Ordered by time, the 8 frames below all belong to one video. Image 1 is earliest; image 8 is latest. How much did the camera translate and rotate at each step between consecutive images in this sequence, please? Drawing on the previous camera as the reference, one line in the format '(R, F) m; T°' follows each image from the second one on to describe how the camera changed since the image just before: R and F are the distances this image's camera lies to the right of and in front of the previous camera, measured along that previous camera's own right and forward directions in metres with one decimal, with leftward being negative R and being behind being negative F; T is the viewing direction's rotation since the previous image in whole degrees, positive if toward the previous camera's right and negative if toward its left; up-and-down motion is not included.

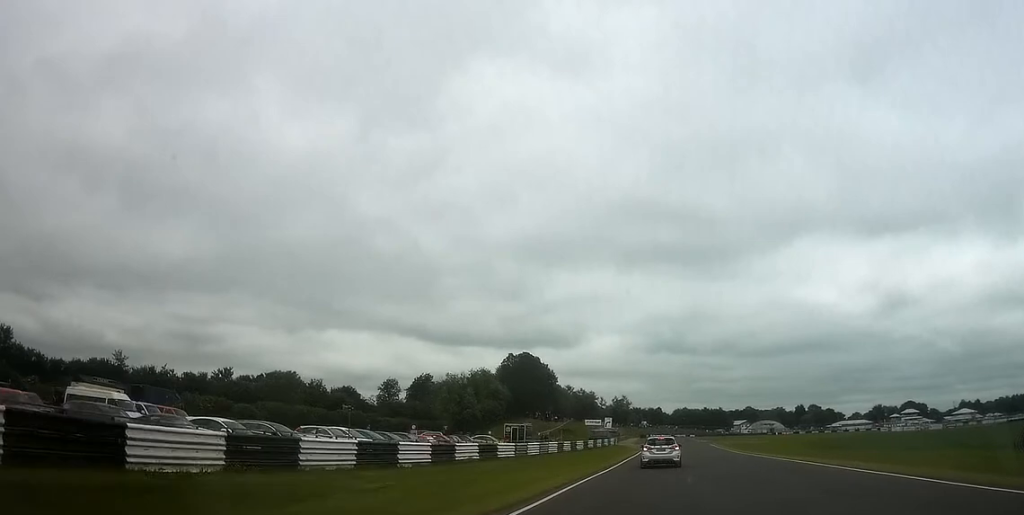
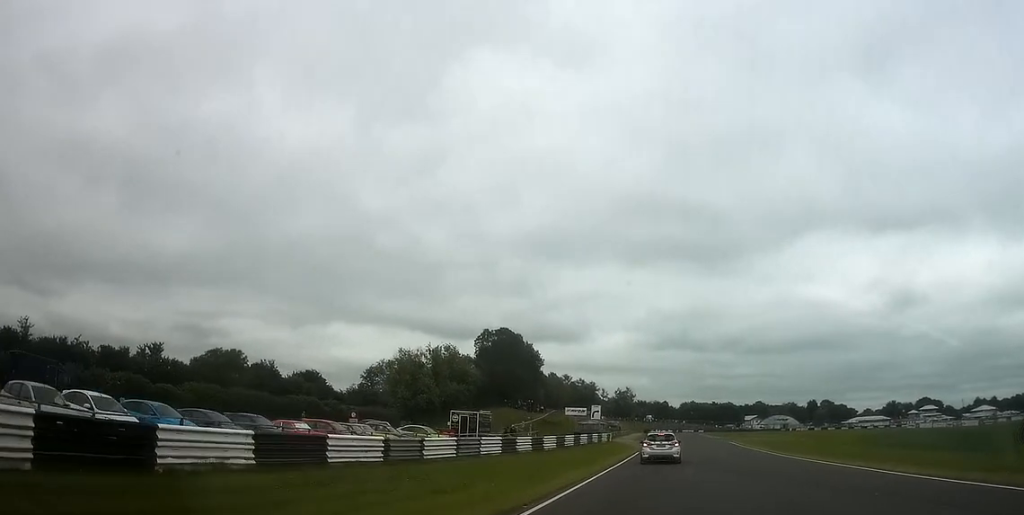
(+0.2, +18.3) m; +1°
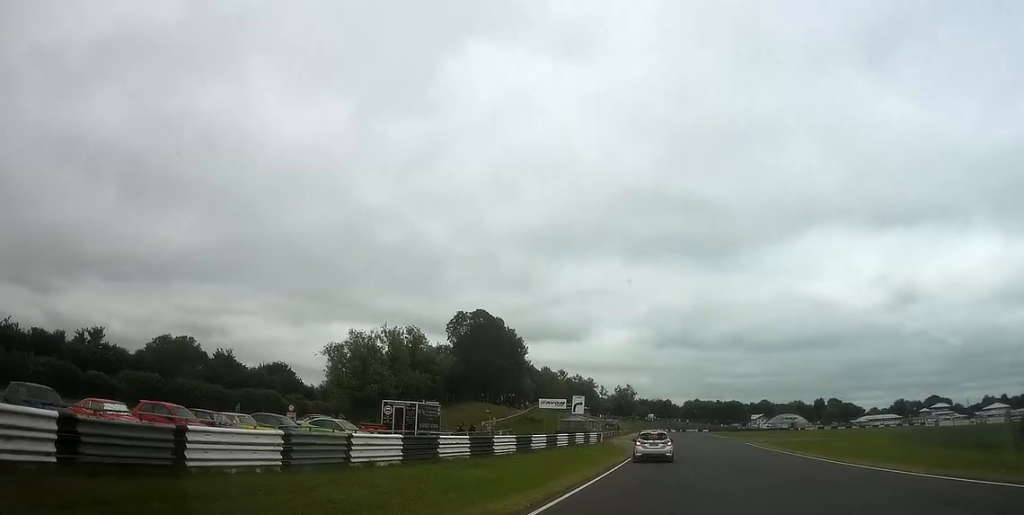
(+0.3, +12.2) m; 0°
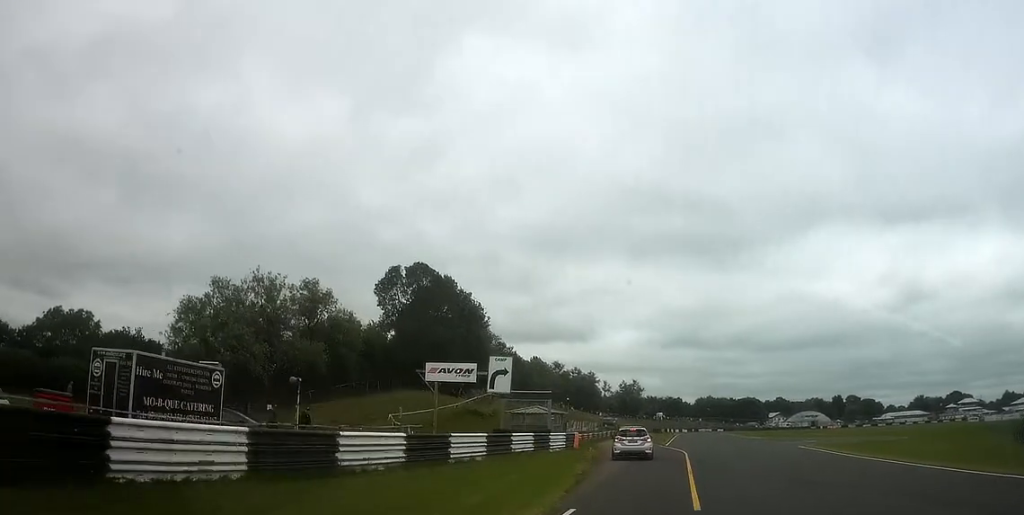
(-1.0, +20.6) m; -5°
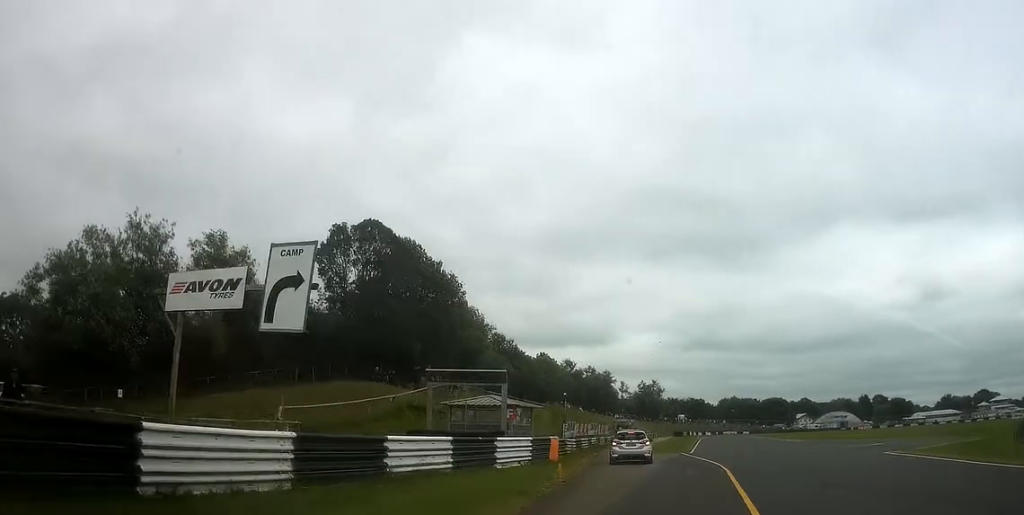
(-0.4, +12.9) m; -3°
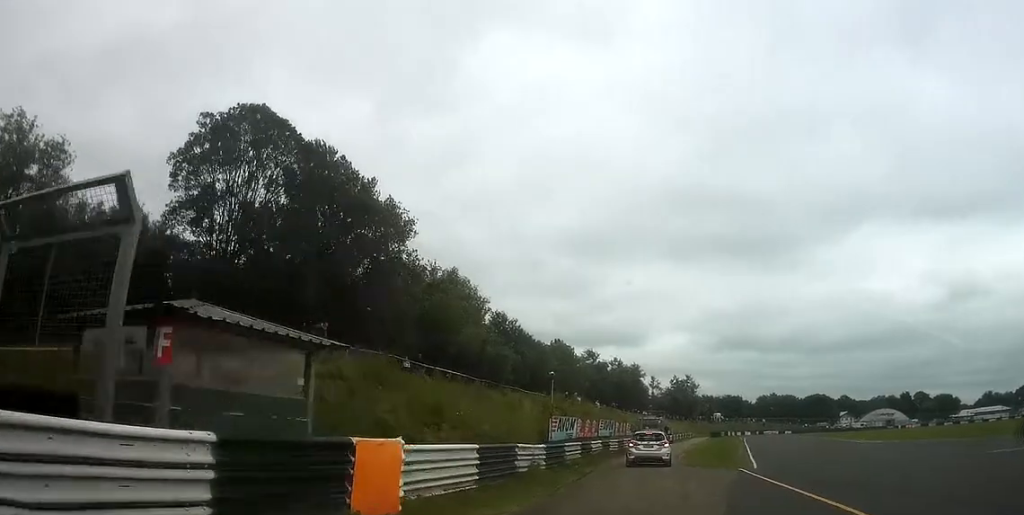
(-0.4, +15.8) m; -2°
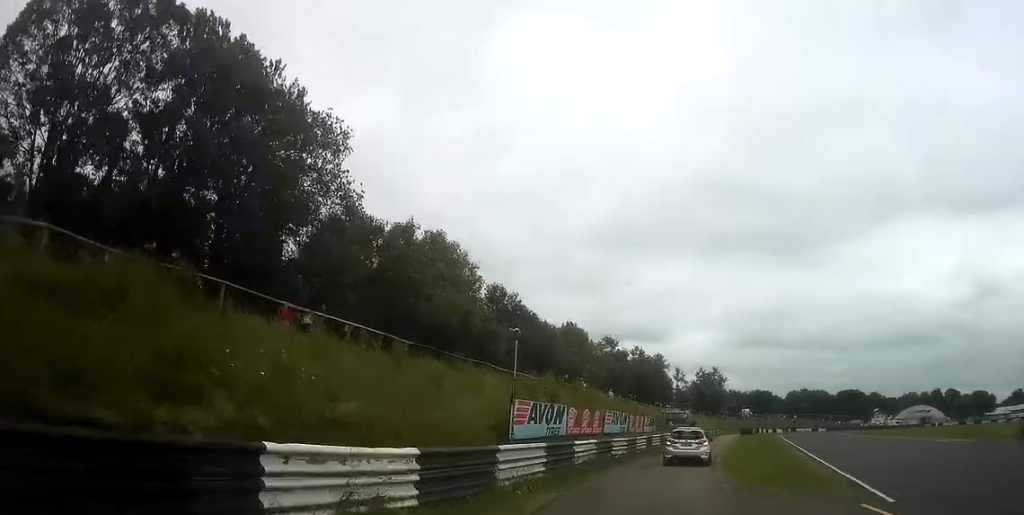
(-0.1, +11.2) m; +1°
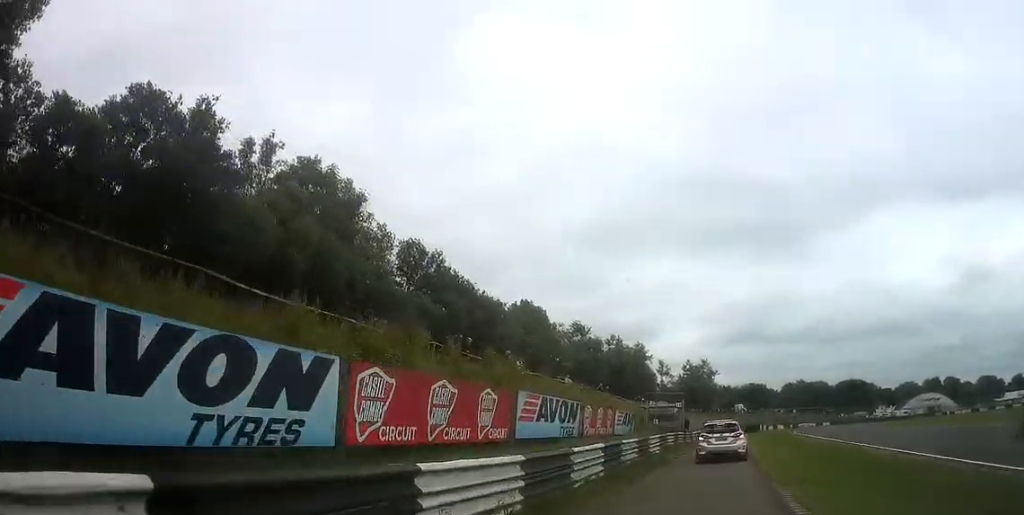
(+0.5, +16.8) m; +3°
